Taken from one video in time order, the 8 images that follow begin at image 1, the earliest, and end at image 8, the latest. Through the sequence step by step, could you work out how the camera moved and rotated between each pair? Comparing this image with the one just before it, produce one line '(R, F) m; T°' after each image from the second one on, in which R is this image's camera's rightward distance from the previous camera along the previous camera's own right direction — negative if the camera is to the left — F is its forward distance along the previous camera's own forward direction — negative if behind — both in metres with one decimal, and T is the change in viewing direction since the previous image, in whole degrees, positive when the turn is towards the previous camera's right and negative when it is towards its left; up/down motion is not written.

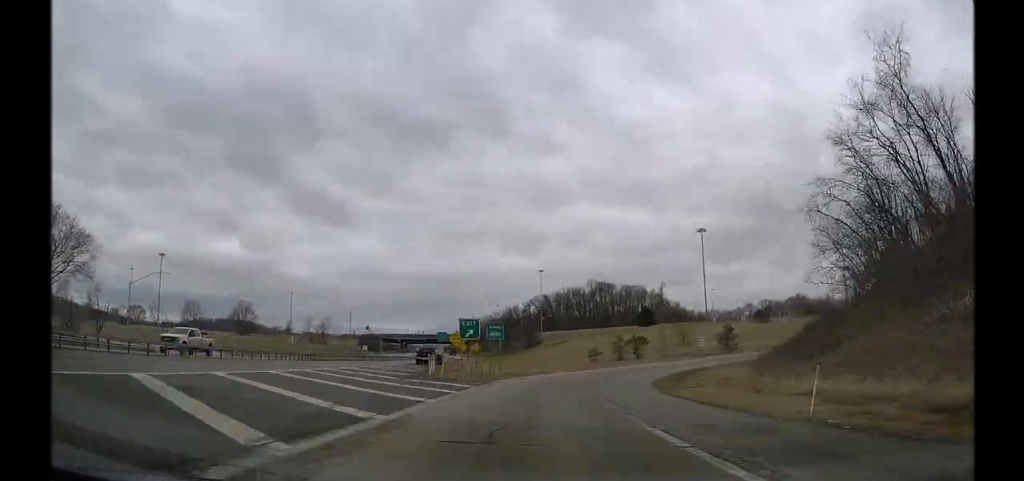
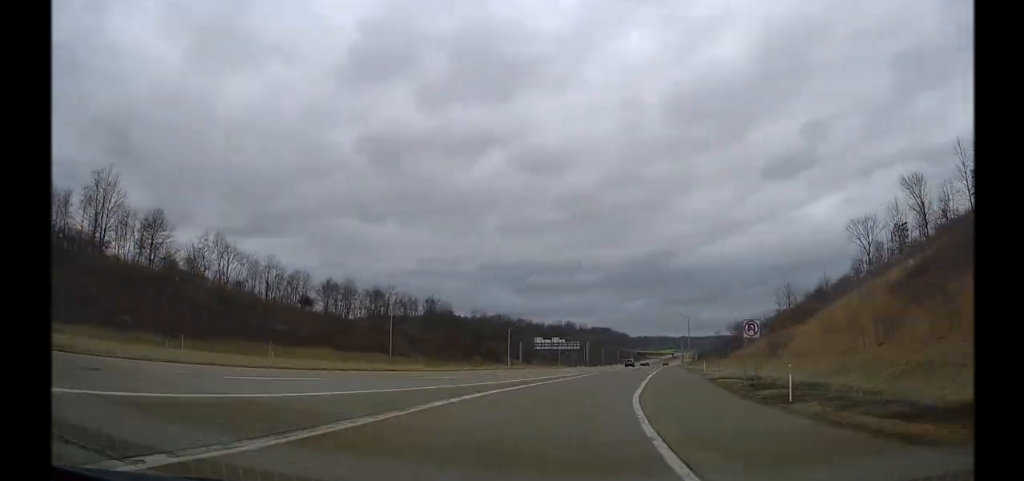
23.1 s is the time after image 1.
(+198.3, +401.9) m; +48°
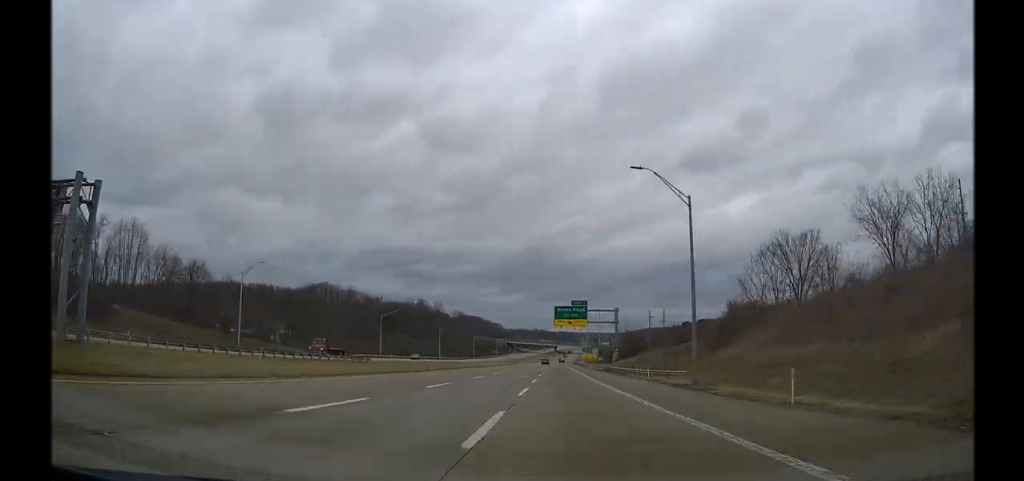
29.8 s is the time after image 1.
(+33.5, +176.4) m; +12°
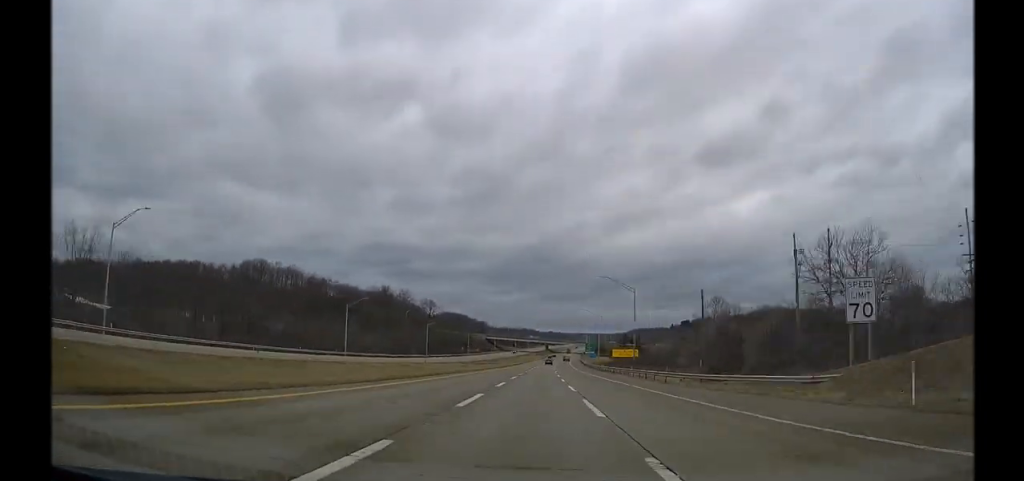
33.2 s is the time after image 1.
(+0.6, +115.0) m; +1°
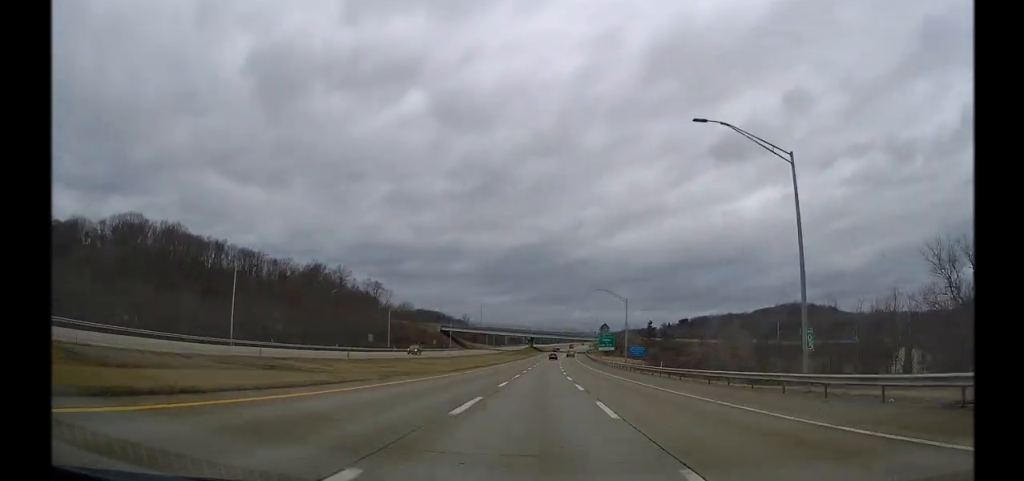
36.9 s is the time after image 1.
(-0.5, +129.0) m; +2°
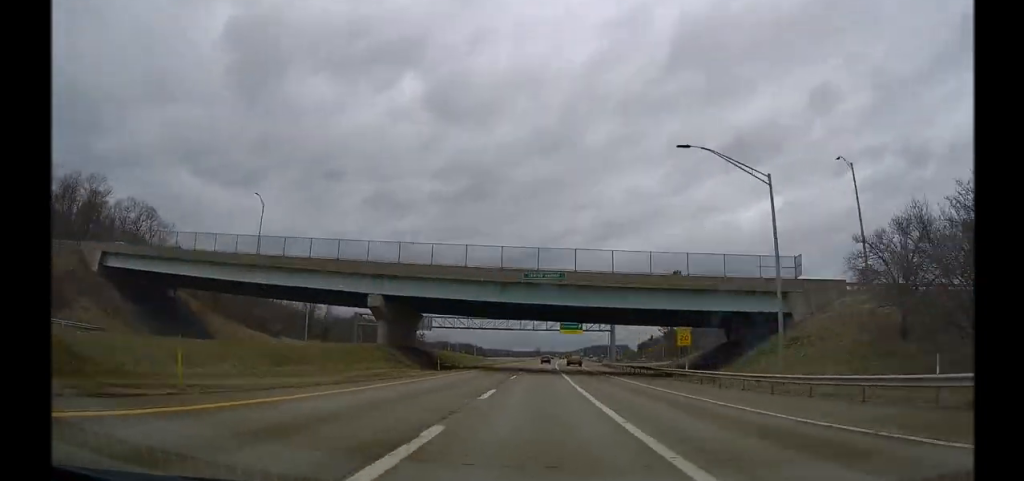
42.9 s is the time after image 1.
(+6.5, +209.8) m; +3°
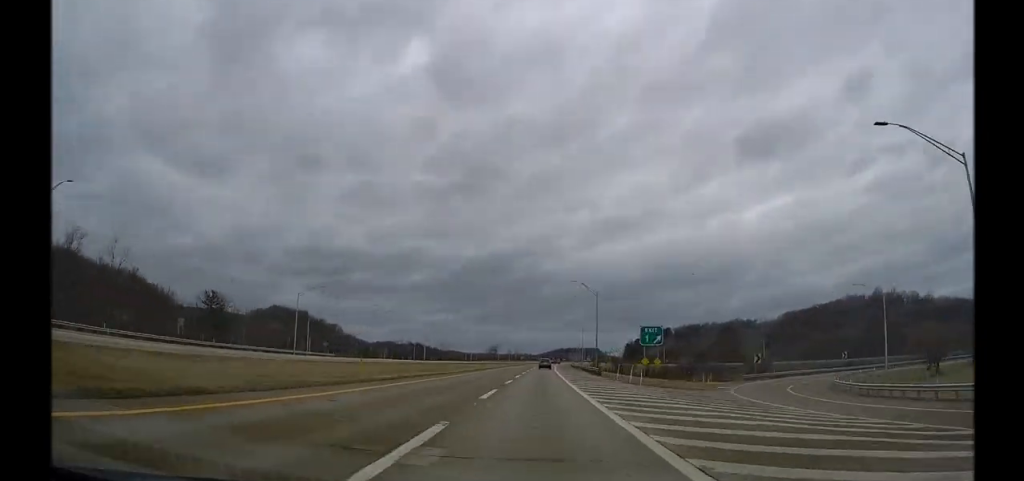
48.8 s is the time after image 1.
(+6.5, +211.1) m; +3°
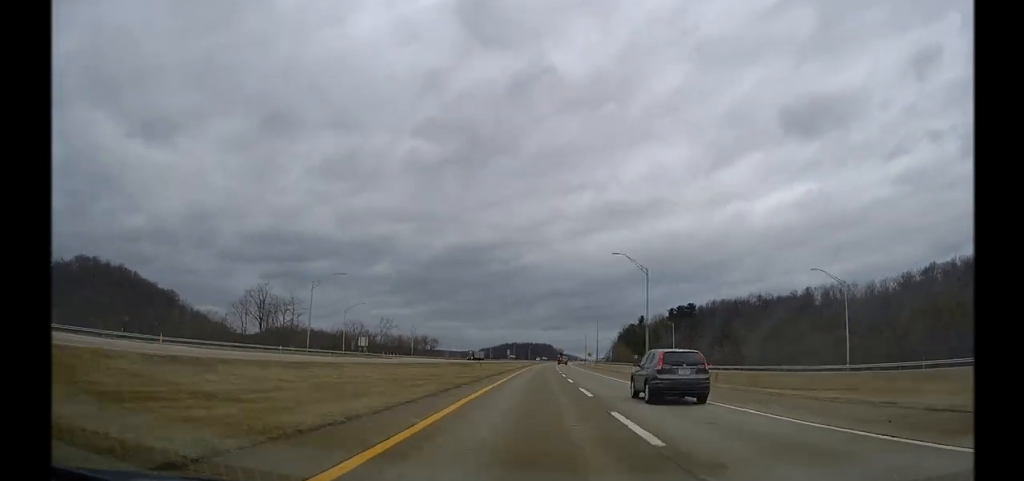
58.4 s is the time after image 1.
(+13.3, +308.7) m; +6°
